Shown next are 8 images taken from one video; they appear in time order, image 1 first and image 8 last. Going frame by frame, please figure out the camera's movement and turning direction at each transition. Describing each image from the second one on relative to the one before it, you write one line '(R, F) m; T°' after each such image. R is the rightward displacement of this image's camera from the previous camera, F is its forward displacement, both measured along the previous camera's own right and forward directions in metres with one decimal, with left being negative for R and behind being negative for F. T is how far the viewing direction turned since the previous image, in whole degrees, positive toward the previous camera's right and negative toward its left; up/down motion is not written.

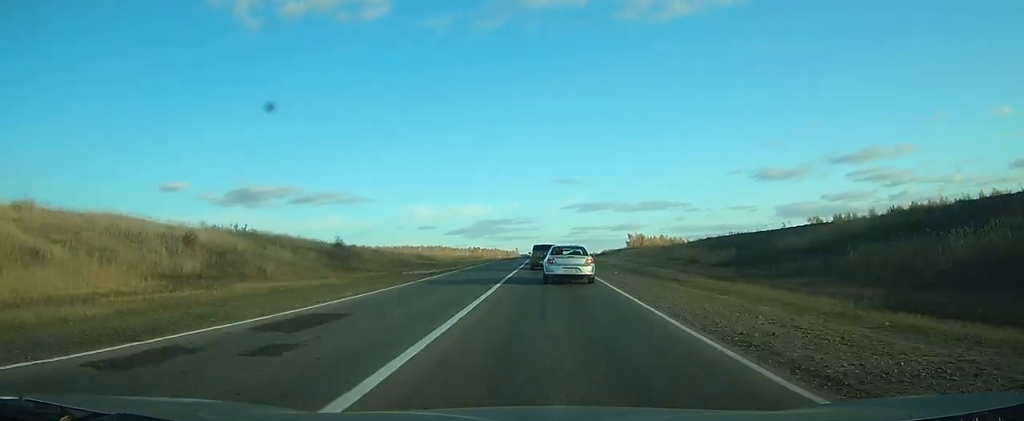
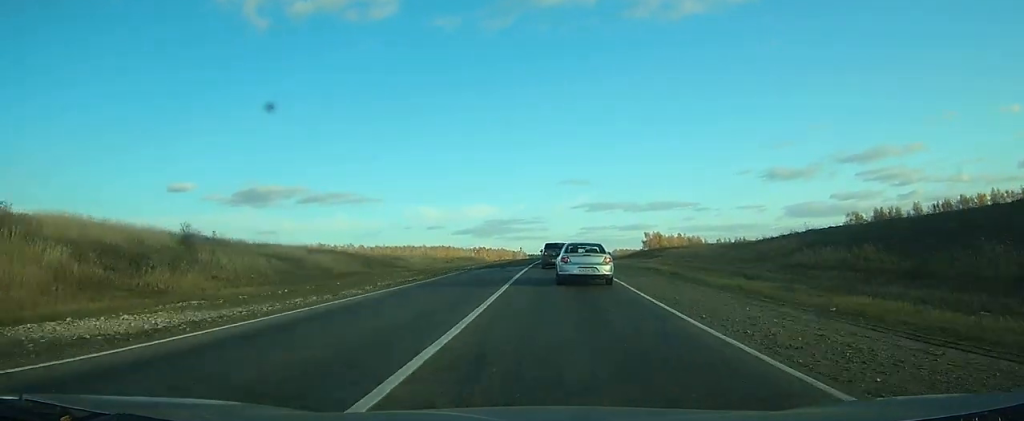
(-0.3, +30.0) m; -1°
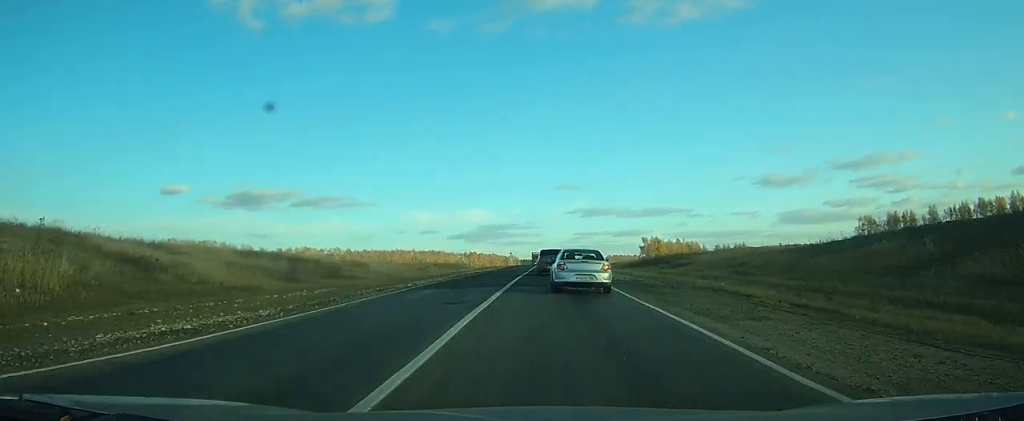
(-0.1, +15.9) m; 0°
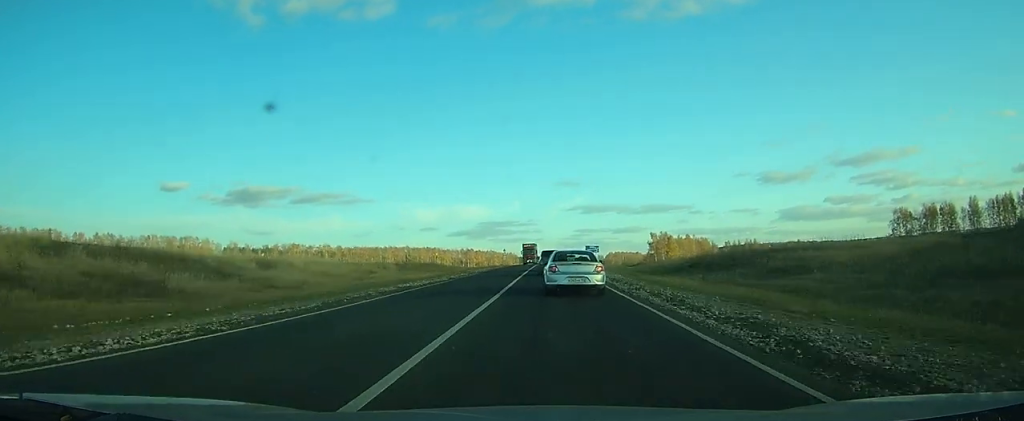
(0.0, +24.7) m; 0°
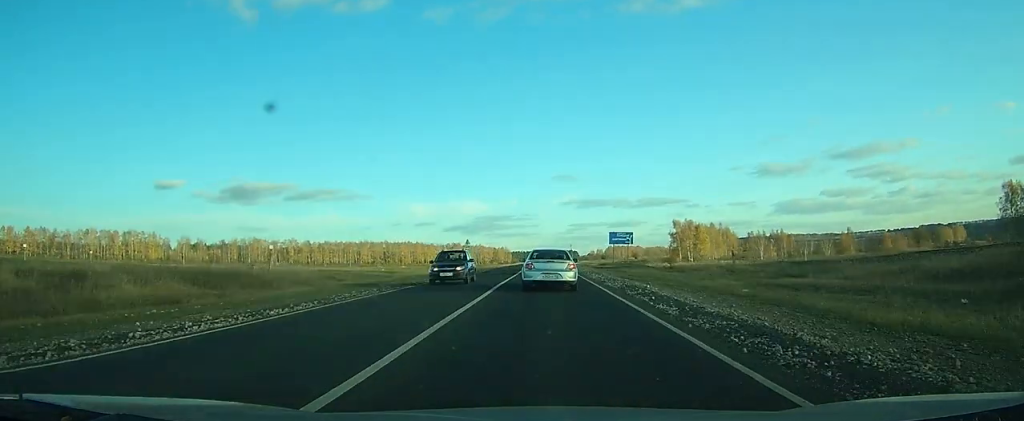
(+0.5, +60.4) m; 0°
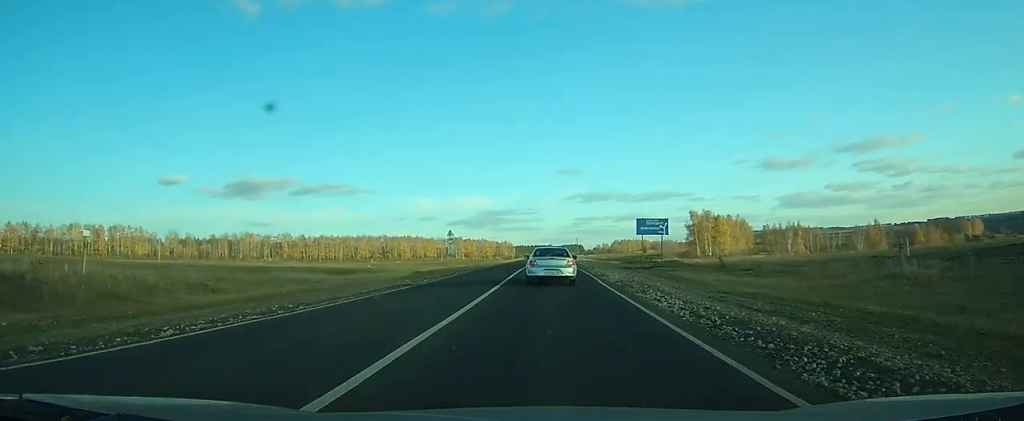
(-0.2, +20.6) m; -1°
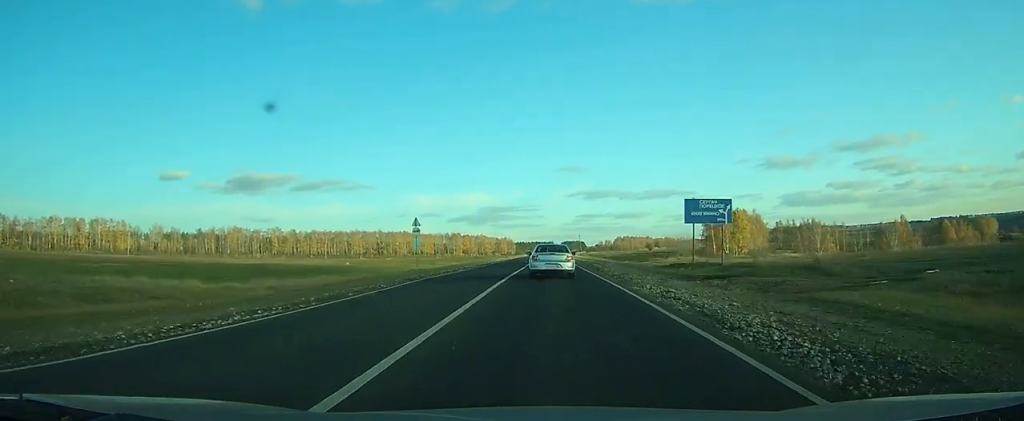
(-0.1, +19.5) m; 0°
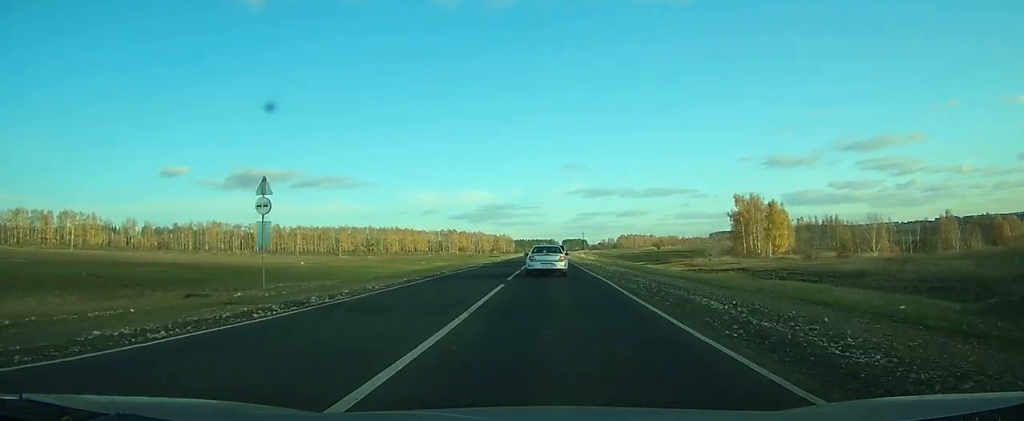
(0.0, +28.0) m; 0°
